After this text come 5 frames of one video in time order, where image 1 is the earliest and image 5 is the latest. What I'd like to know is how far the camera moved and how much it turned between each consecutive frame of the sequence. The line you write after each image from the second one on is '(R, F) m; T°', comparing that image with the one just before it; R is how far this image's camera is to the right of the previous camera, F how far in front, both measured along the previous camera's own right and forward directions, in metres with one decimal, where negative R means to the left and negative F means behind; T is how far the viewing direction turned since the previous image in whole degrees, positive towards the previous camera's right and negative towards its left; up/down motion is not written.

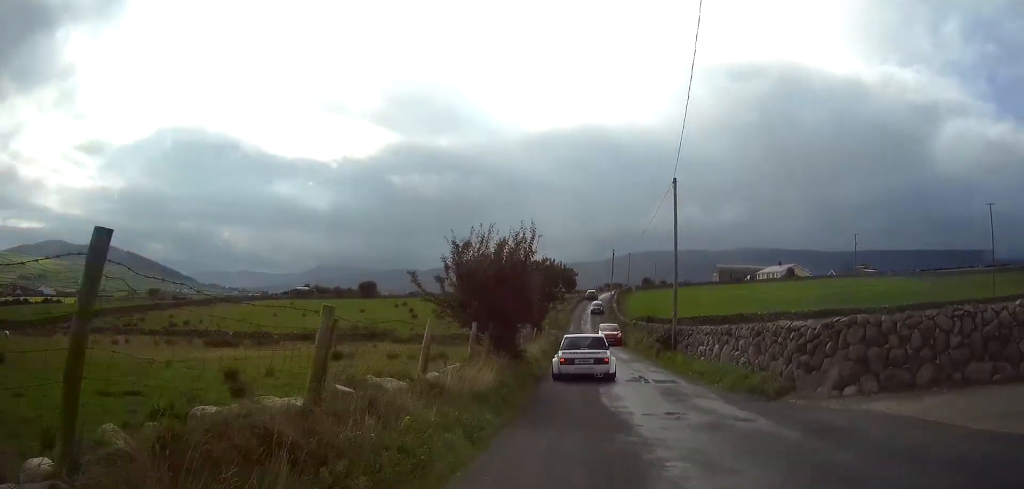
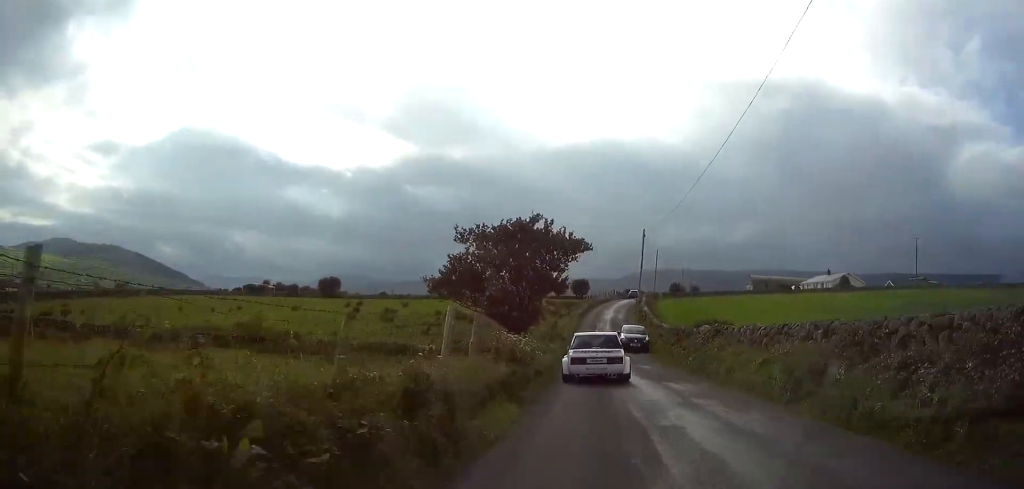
(-0.2, +30.2) m; -1°
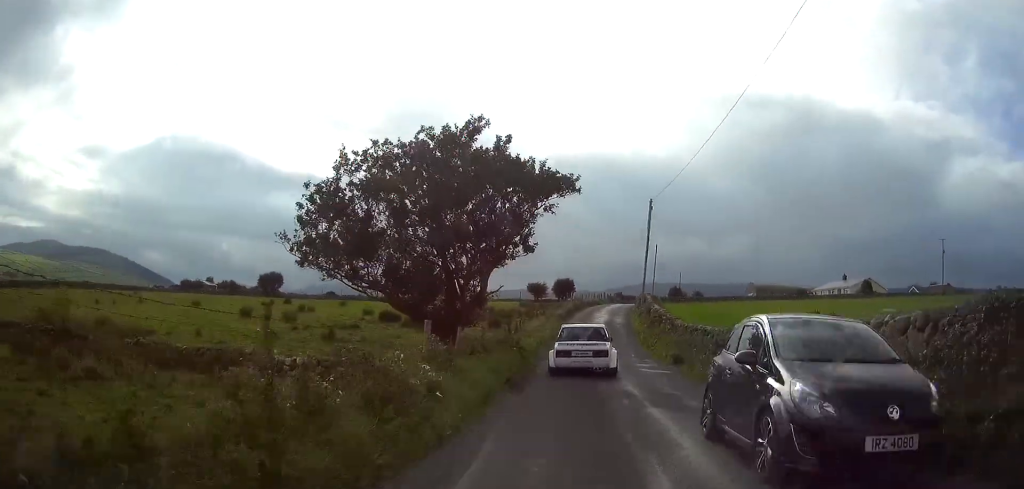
(+0.1, +19.6) m; 0°
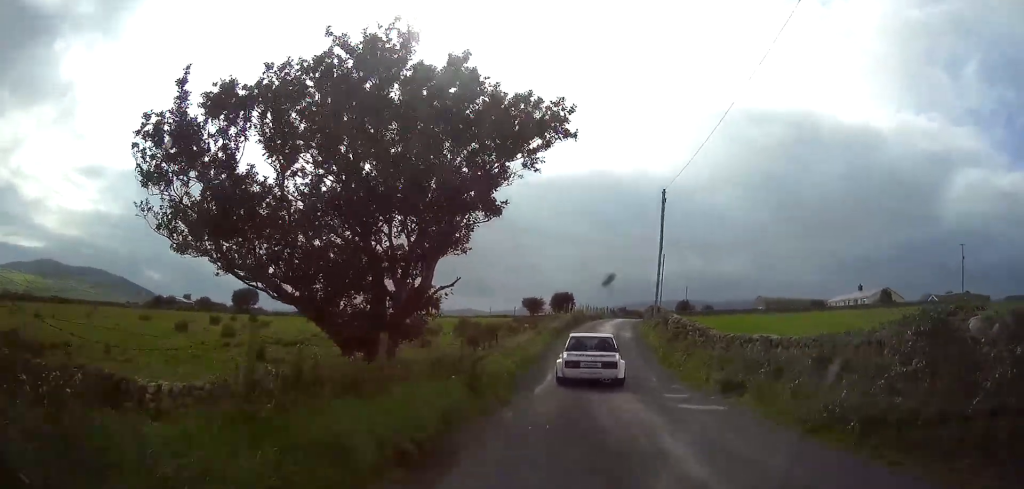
(0.0, +8.8) m; 0°
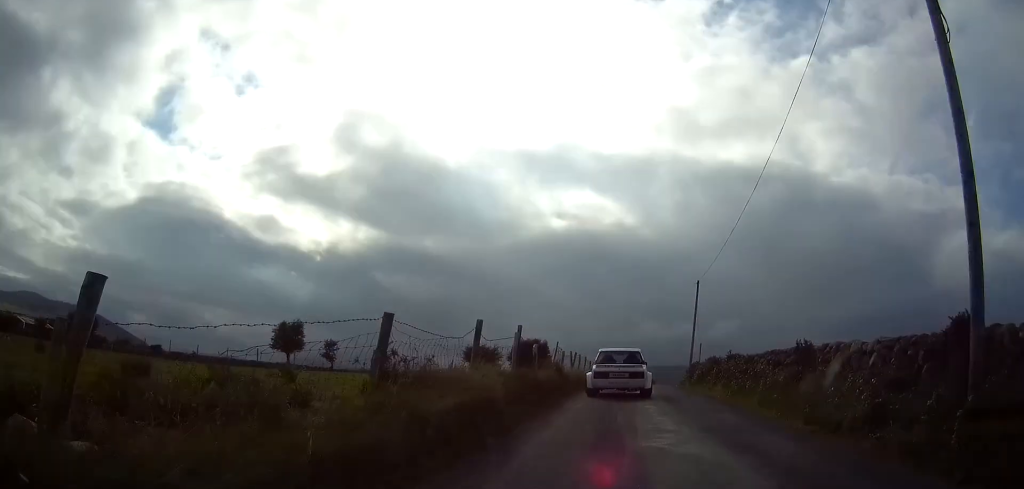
(+0.5, +33.3) m; +4°
